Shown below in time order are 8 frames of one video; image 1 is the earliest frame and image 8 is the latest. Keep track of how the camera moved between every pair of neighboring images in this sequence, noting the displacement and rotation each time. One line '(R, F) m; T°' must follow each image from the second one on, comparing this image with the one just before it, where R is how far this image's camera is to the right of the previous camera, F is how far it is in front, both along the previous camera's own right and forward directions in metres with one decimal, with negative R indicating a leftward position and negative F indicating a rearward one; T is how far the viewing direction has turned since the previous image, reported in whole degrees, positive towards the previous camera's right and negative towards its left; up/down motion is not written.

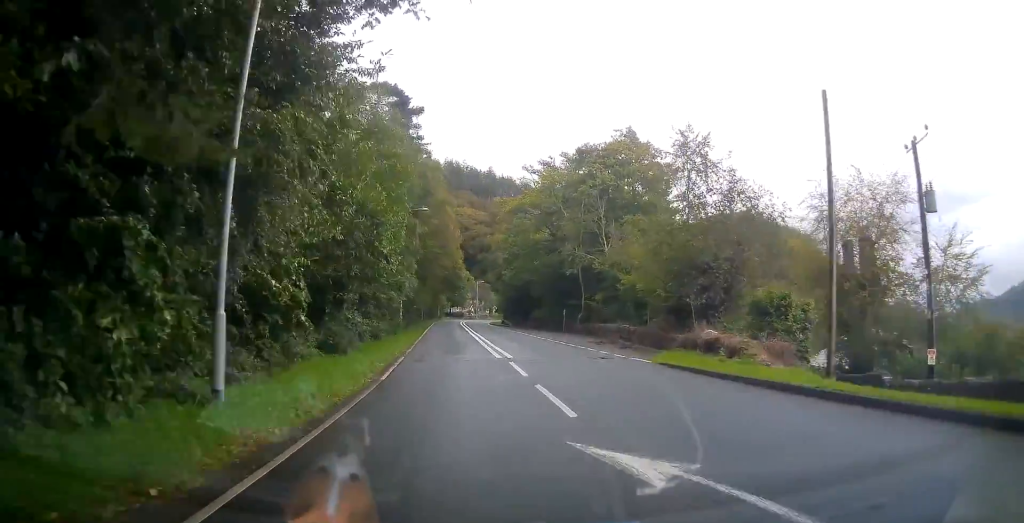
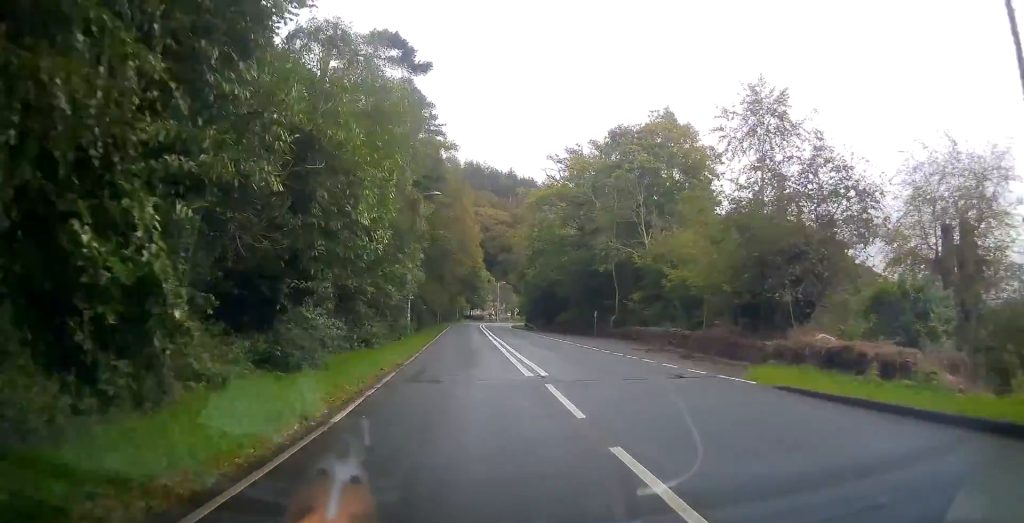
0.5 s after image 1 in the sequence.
(-0.1, +6.0) m; -1°
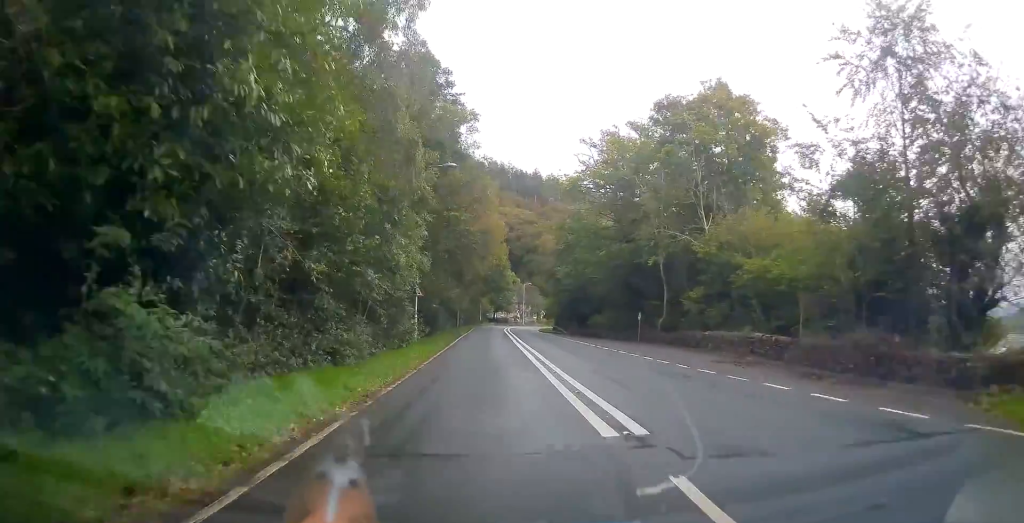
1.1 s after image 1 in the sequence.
(-0.2, +7.2) m; -2°
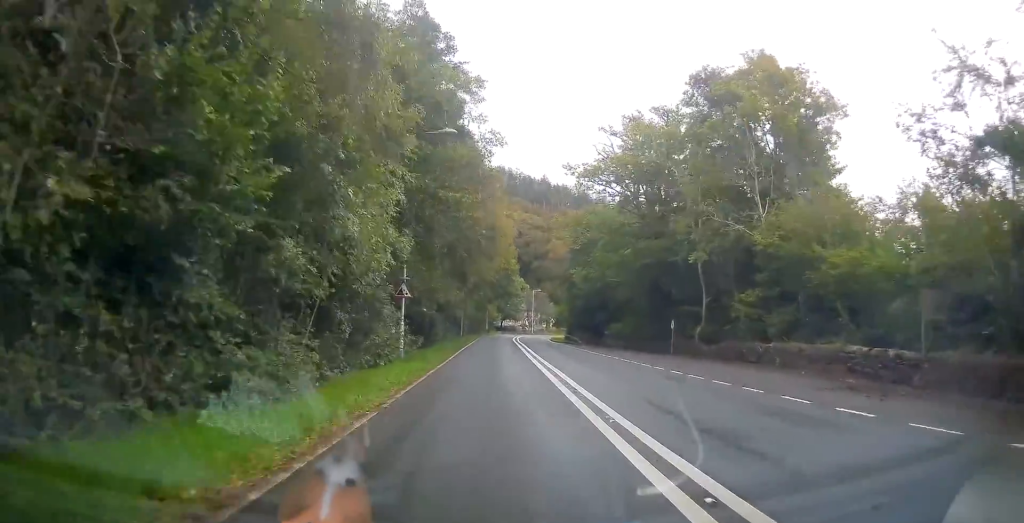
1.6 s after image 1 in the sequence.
(0.0, +6.5) m; -1°
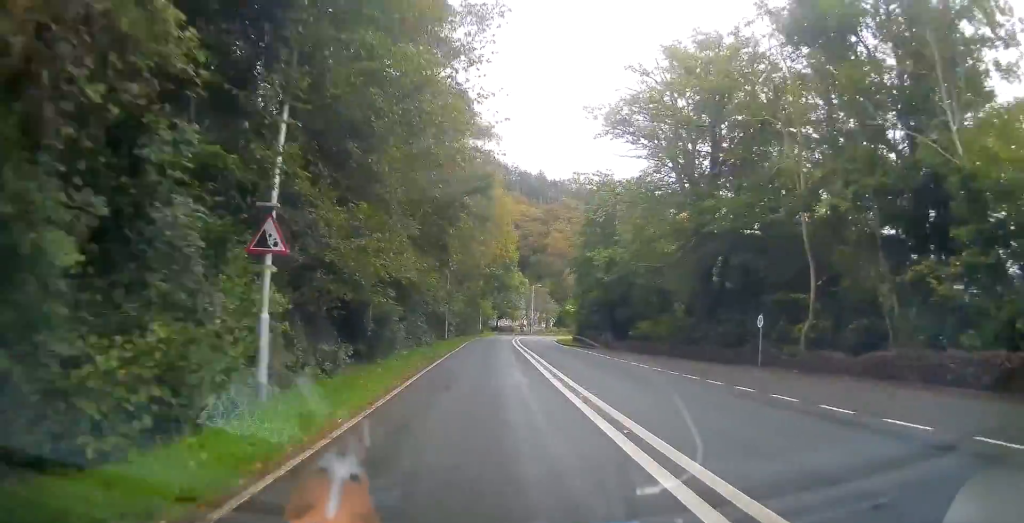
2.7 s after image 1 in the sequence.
(-0.3, +13.4) m; -3°
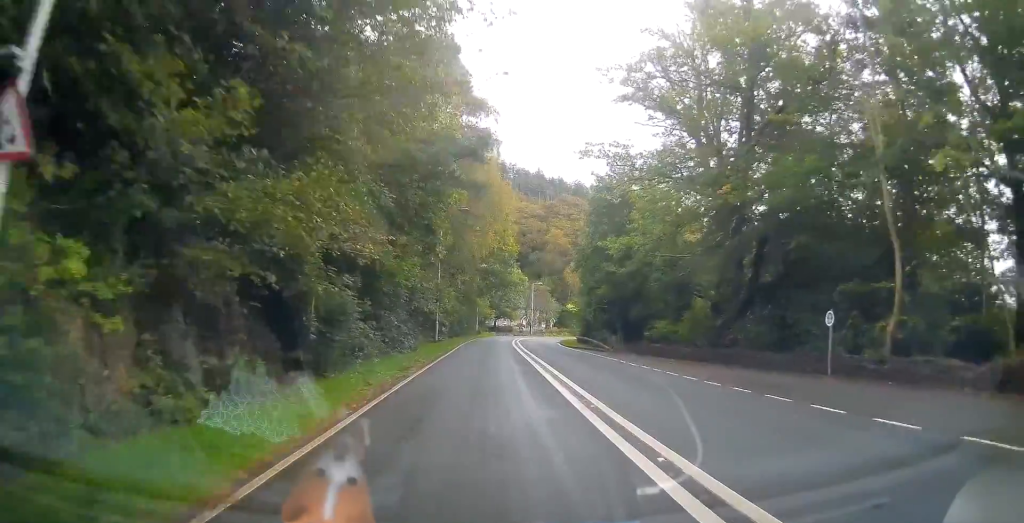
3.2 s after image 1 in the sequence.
(-0.1, +5.6) m; -1°
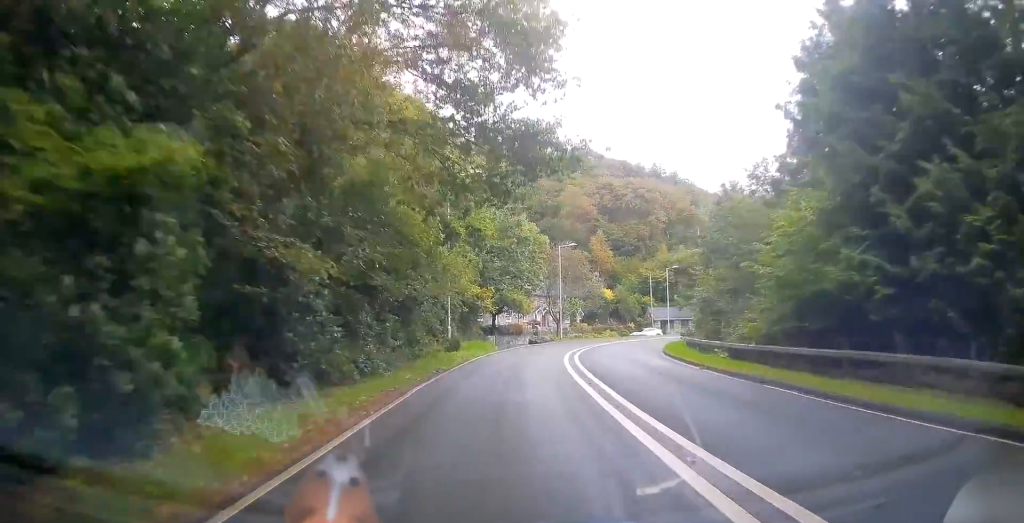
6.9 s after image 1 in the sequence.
(+1.3, +44.0) m; +3°
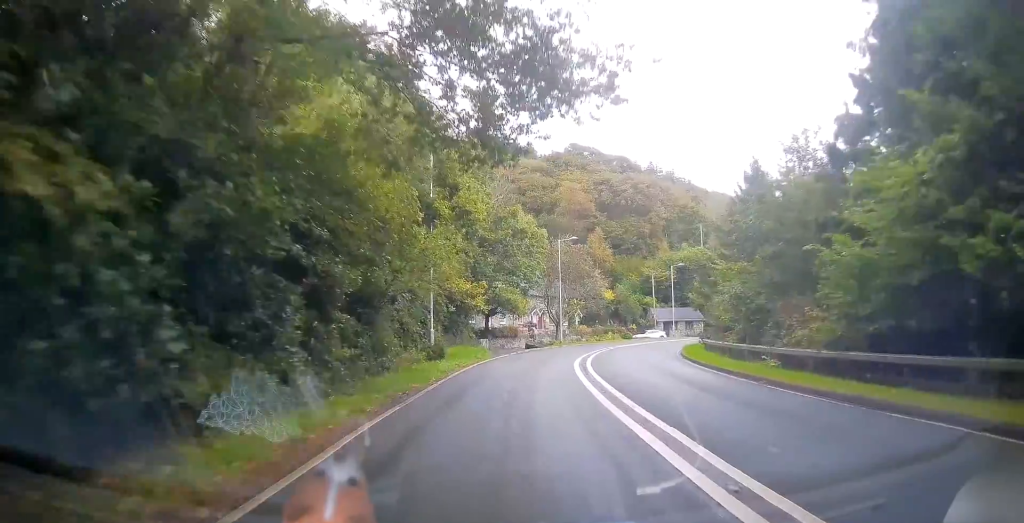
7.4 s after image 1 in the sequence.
(0.0, +5.0) m; +1°
